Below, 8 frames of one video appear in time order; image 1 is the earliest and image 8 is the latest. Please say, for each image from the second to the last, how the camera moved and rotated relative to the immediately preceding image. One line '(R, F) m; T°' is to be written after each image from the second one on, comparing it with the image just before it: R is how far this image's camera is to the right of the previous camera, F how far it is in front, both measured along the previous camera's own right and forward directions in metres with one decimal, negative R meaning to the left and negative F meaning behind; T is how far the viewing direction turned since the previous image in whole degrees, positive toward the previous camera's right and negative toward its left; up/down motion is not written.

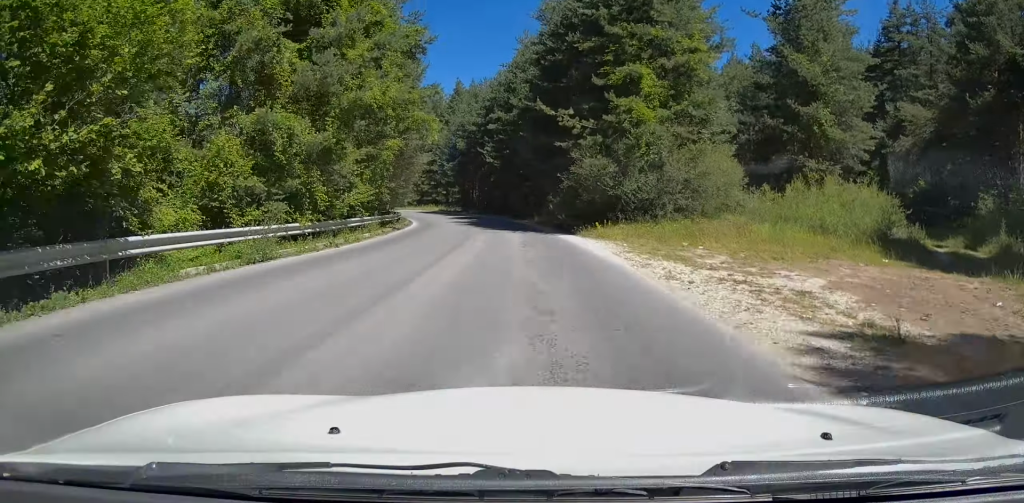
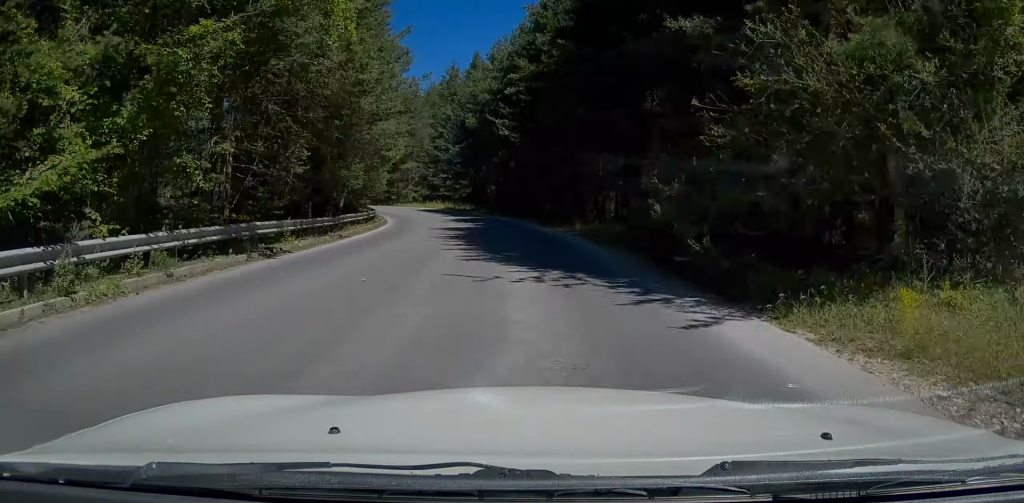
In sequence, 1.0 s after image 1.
(-0.4, +16.6) m; -4°
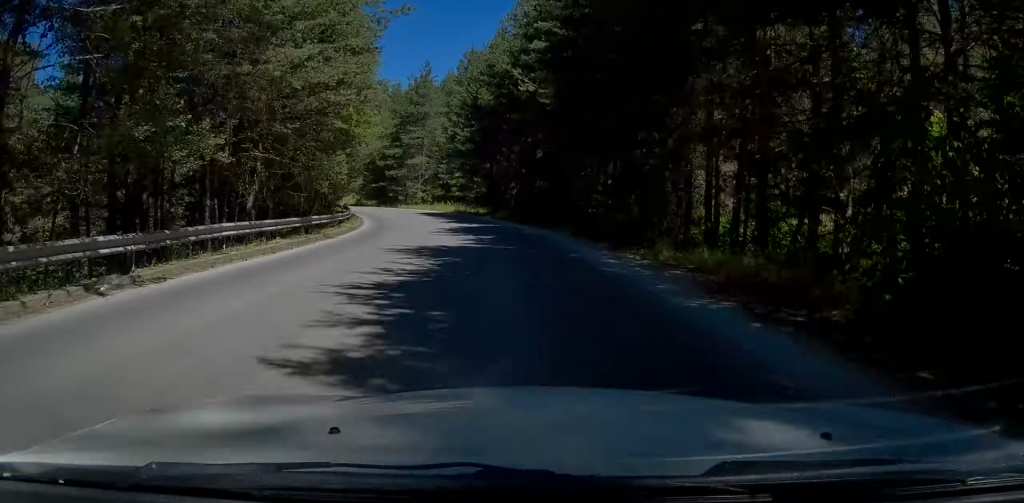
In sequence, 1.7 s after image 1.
(-0.4, +12.3) m; -4°
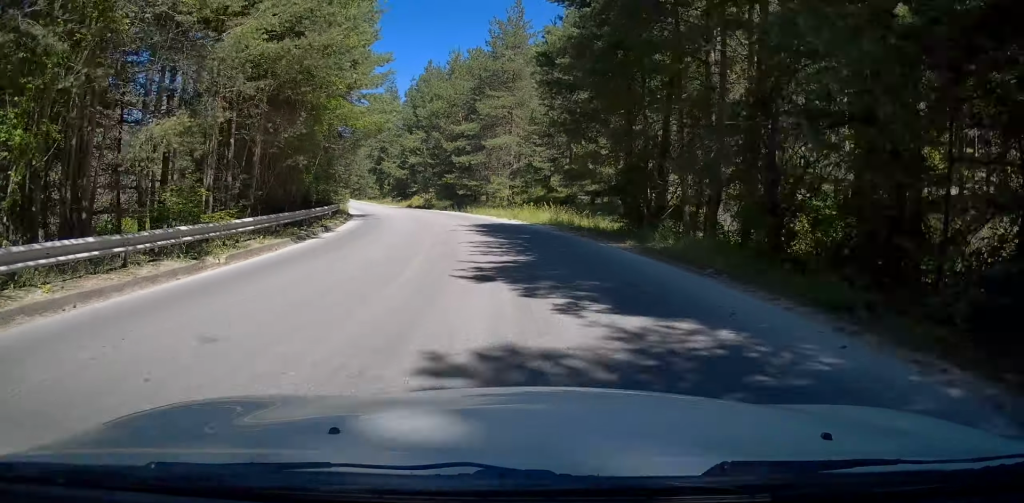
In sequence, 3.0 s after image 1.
(-1.7, +24.8) m; -8°
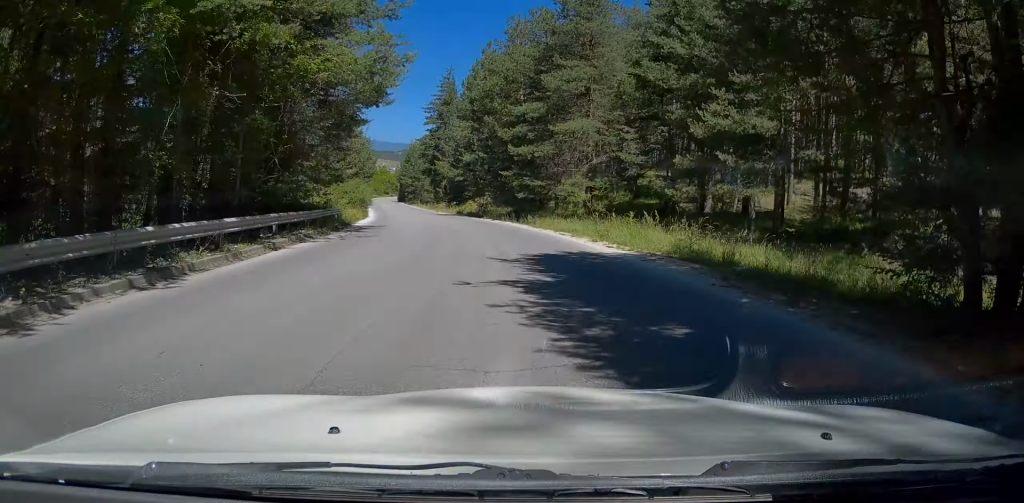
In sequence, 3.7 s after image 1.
(-0.6, +12.7) m; -5°
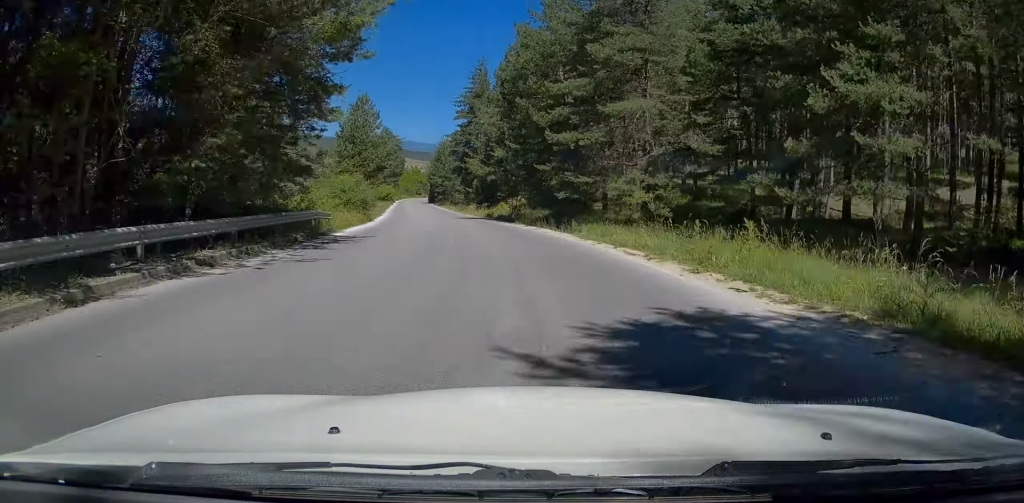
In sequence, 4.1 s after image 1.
(+0.1, +7.2) m; -3°
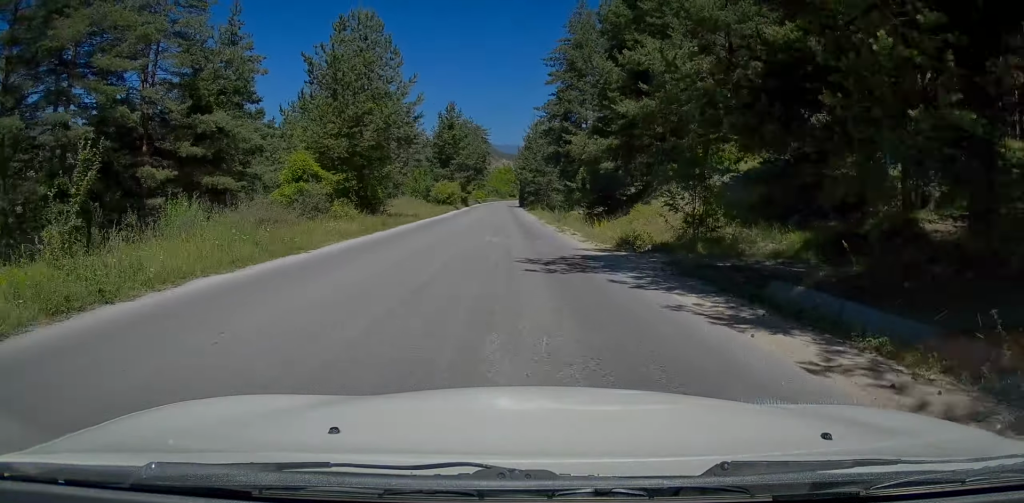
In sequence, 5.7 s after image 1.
(-2.7, +28.3) m; -7°
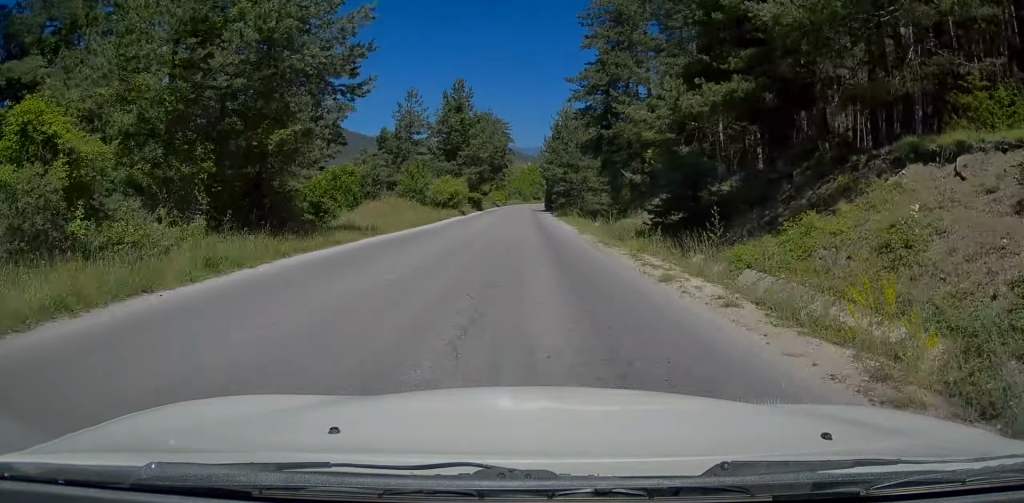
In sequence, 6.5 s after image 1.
(-0.1, +15.6) m; -2°
